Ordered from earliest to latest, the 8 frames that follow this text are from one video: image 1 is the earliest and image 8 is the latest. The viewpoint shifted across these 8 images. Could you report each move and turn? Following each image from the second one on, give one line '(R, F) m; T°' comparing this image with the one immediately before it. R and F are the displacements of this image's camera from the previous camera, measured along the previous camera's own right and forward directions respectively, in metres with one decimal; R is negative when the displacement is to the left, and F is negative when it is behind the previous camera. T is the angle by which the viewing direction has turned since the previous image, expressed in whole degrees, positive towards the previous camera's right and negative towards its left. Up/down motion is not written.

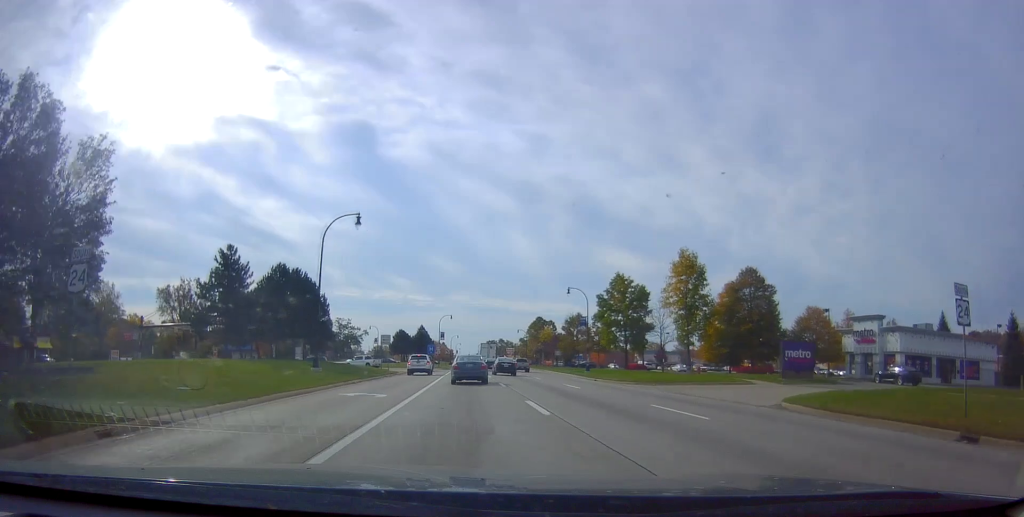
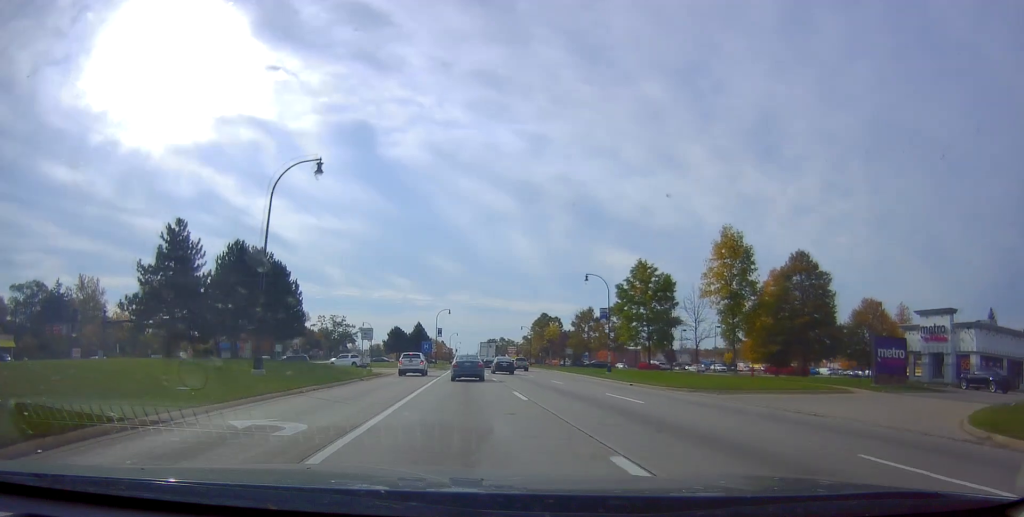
(0.0, +10.1) m; 0°
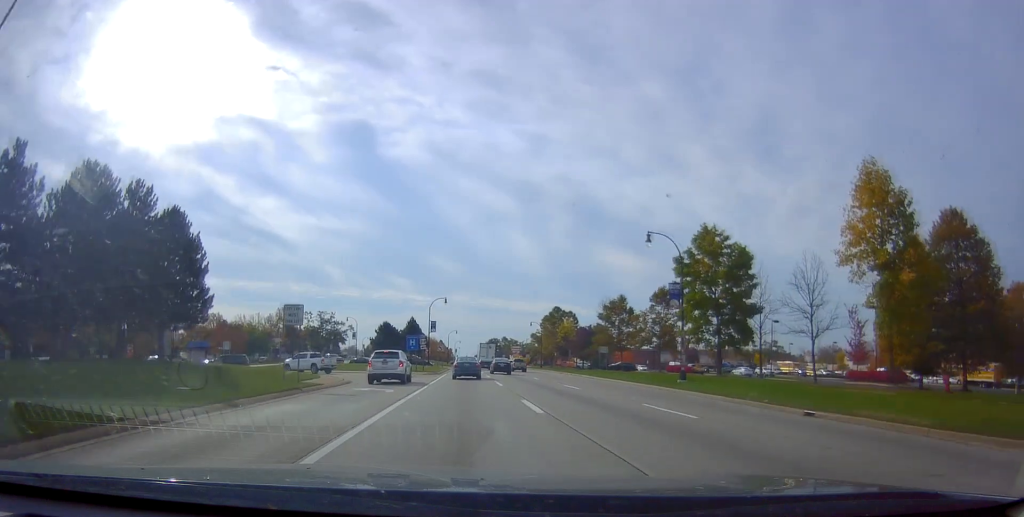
(0.0, +19.7) m; 0°
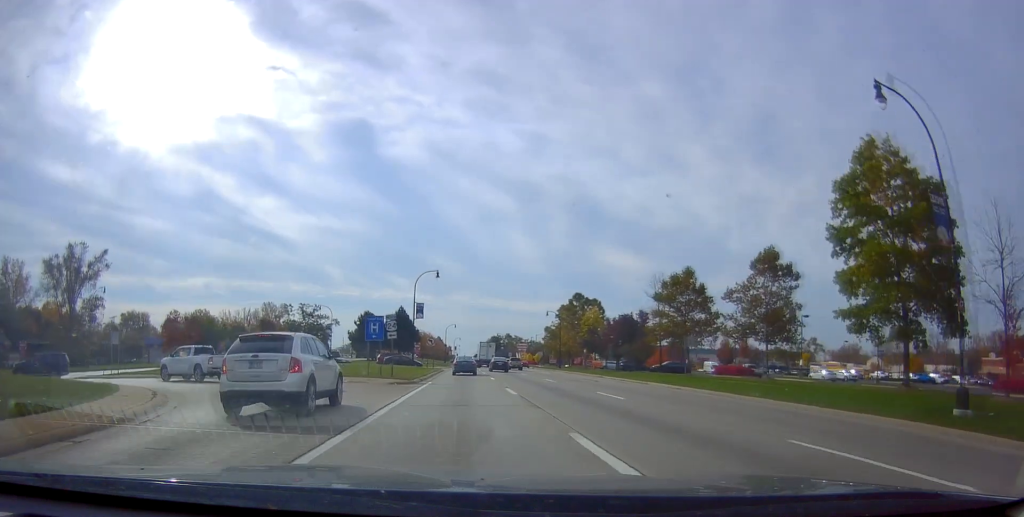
(0.0, +24.0) m; 0°
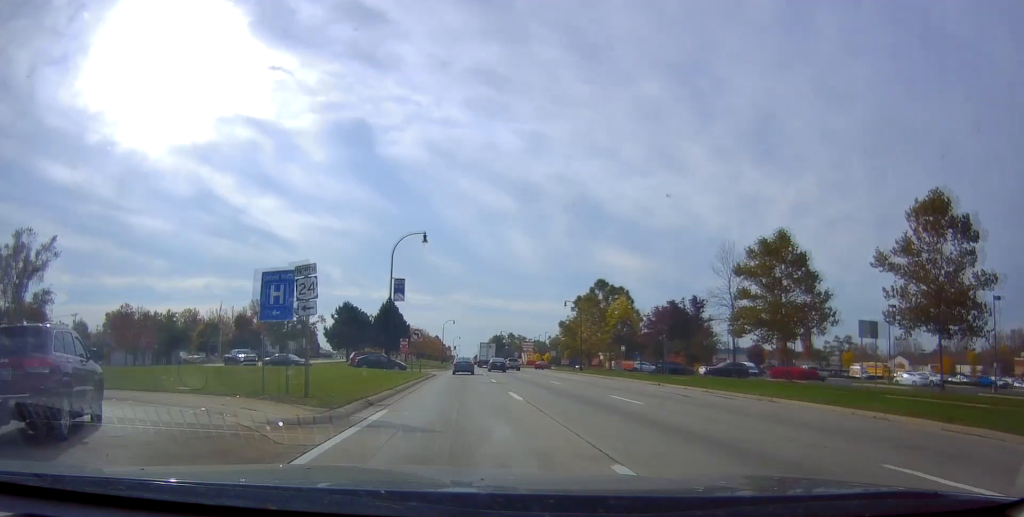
(0.0, +17.5) m; -1°
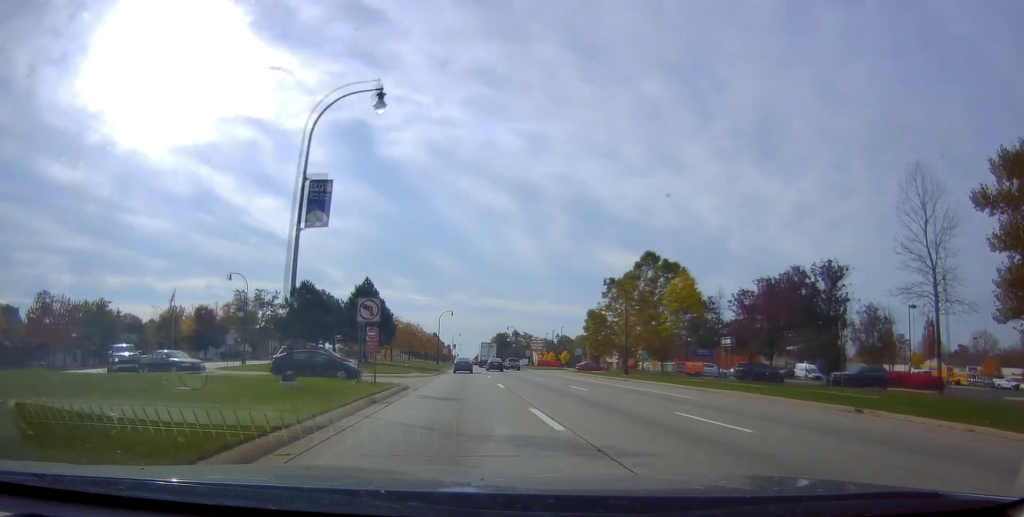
(-0.4, +22.2) m; 0°
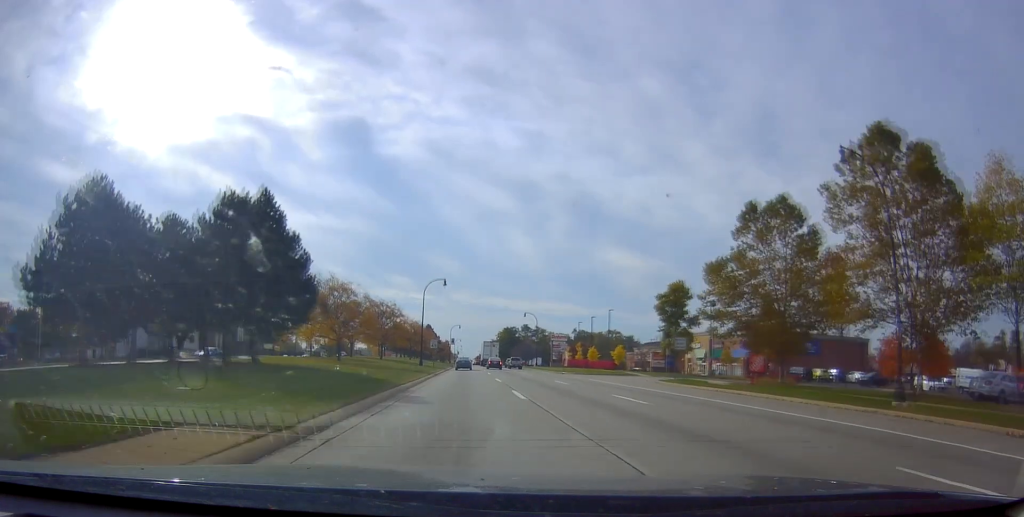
(+0.7, +38.8) m; -1°
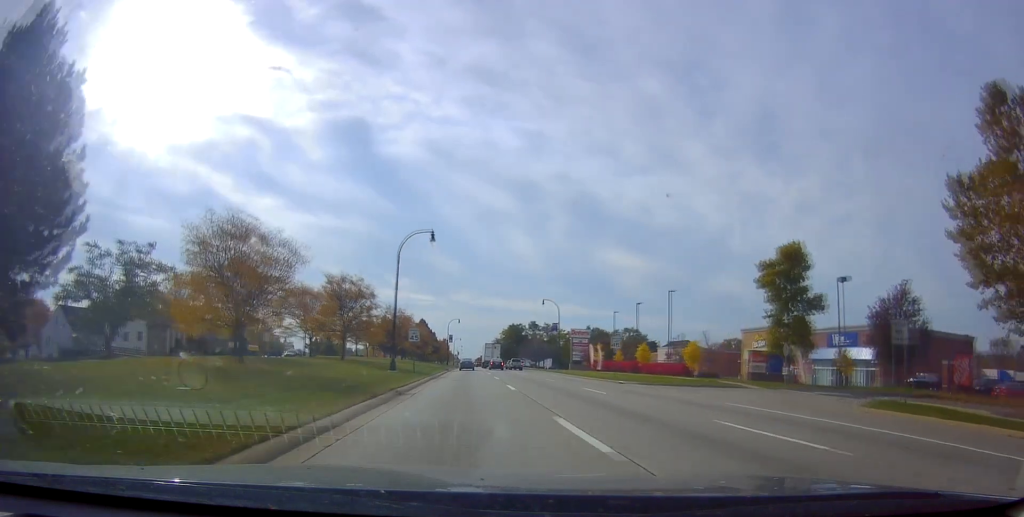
(-0.7, +23.9) m; 0°
